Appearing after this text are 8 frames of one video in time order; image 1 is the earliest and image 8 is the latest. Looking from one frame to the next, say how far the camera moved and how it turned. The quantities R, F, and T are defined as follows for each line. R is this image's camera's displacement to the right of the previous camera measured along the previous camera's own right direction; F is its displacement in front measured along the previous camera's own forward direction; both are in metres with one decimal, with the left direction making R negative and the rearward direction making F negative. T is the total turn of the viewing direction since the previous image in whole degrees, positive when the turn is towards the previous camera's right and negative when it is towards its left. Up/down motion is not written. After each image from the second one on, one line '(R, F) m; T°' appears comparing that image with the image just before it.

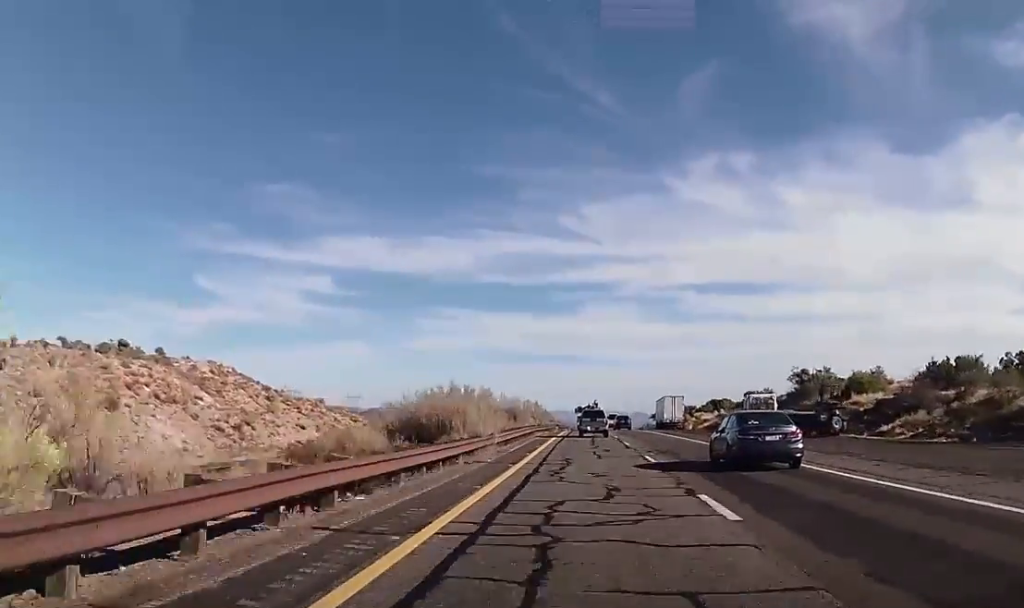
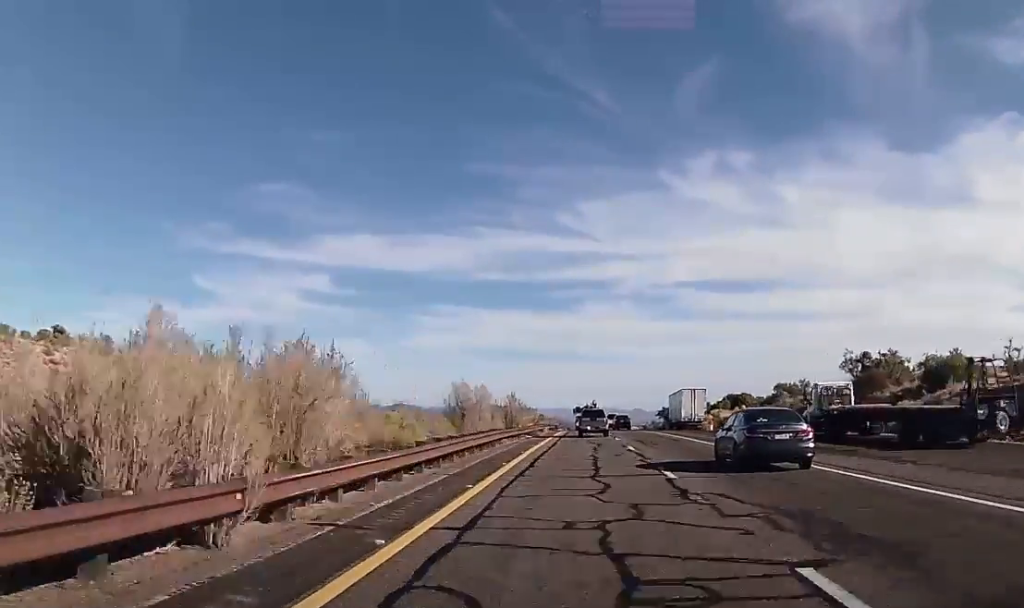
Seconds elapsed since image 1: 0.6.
(0.0, +18.4) m; 0°
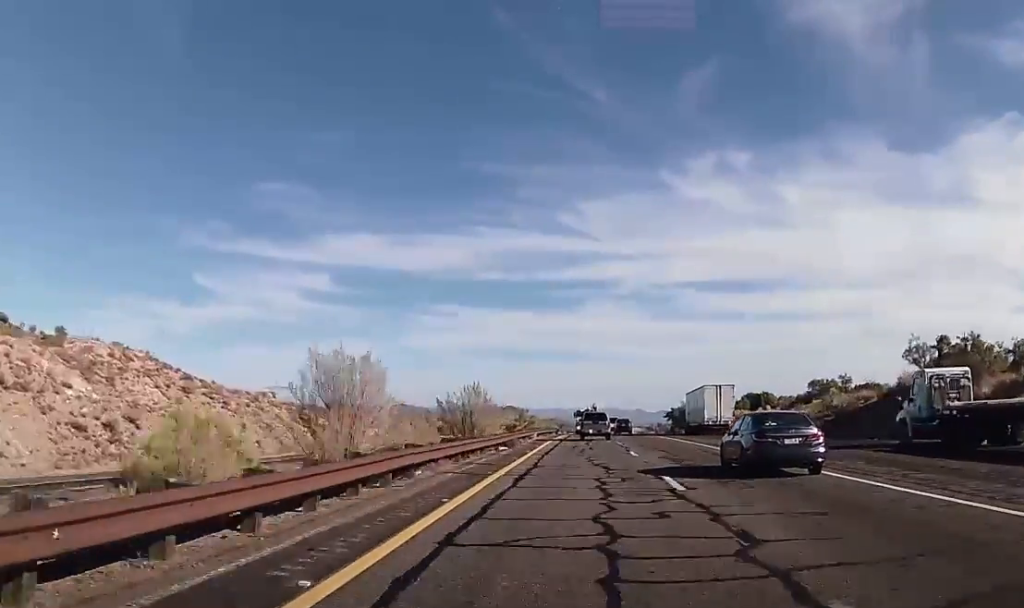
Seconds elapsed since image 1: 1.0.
(+0.2, +14.0) m; 0°
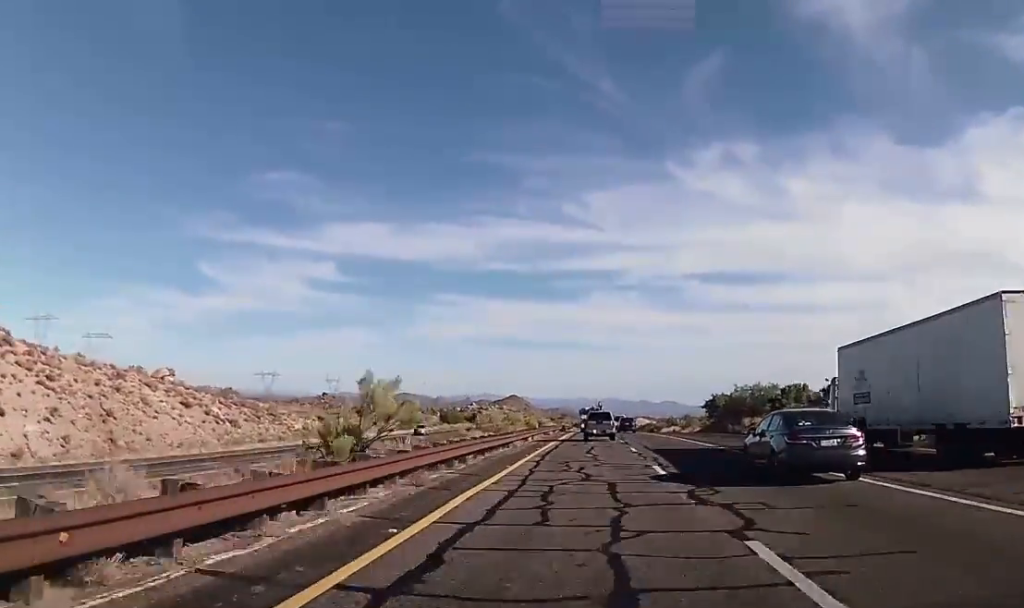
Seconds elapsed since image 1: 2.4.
(-0.6, +45.4) m; -1°
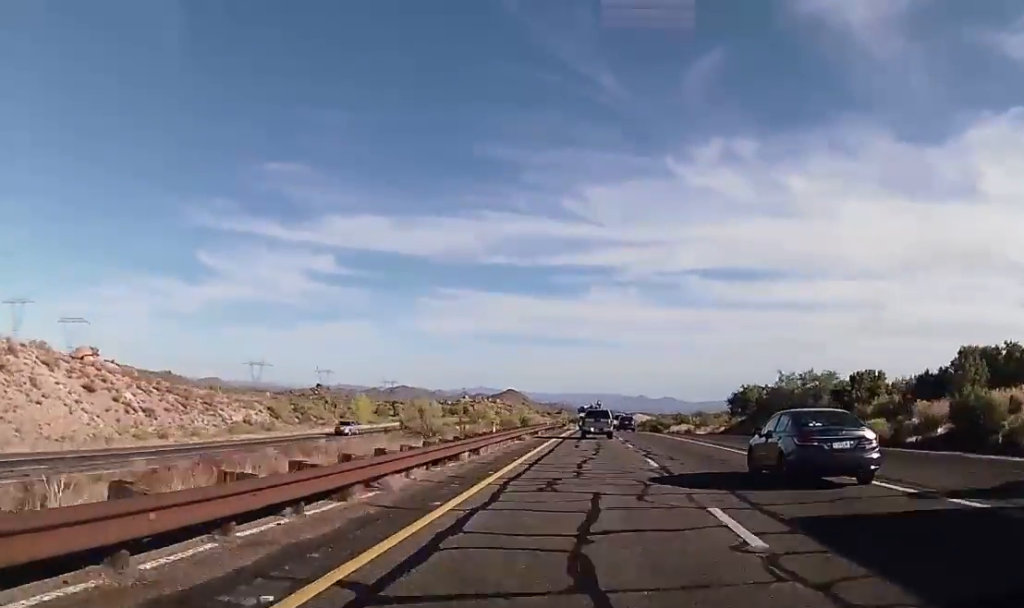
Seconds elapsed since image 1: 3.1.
(+0.3, +21.5) m; +1°
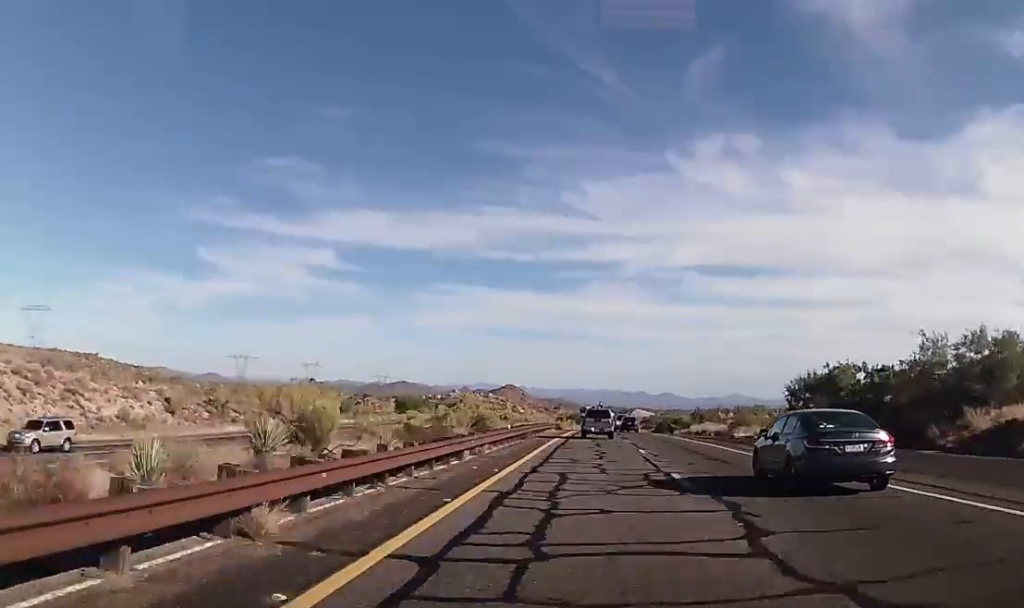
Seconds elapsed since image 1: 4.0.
(+0.1, +30.1) m; +1°
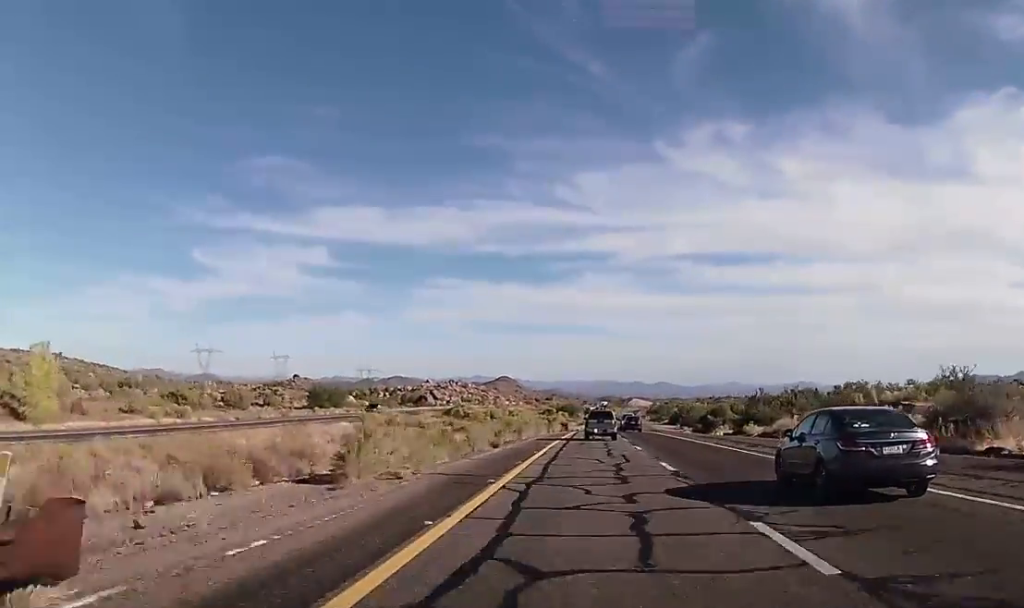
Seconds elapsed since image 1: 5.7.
(+0.2, +55.9) m; 0°
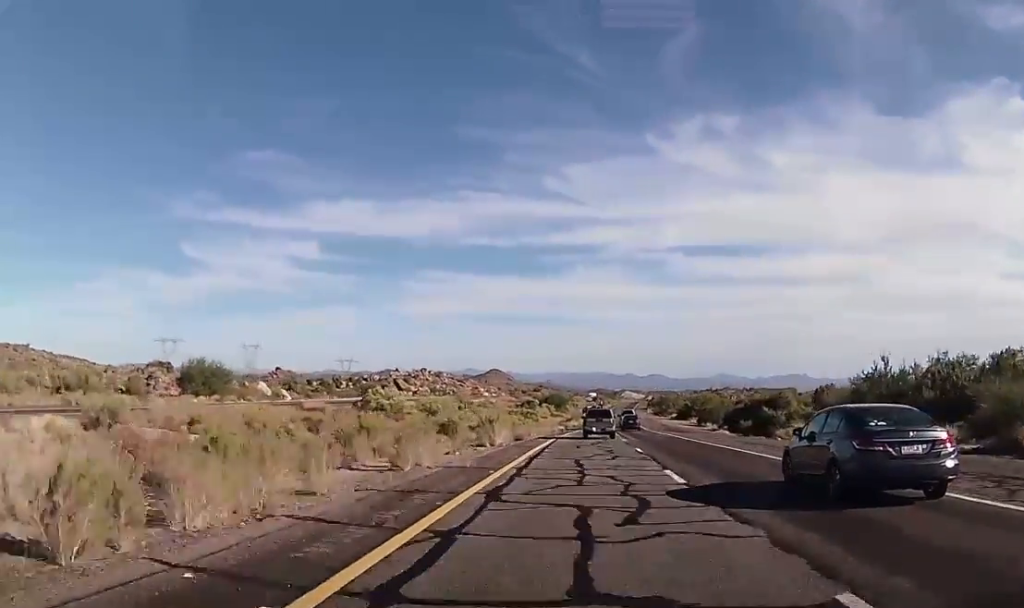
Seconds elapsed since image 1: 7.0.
(0.0, +40.3) m; 0°
